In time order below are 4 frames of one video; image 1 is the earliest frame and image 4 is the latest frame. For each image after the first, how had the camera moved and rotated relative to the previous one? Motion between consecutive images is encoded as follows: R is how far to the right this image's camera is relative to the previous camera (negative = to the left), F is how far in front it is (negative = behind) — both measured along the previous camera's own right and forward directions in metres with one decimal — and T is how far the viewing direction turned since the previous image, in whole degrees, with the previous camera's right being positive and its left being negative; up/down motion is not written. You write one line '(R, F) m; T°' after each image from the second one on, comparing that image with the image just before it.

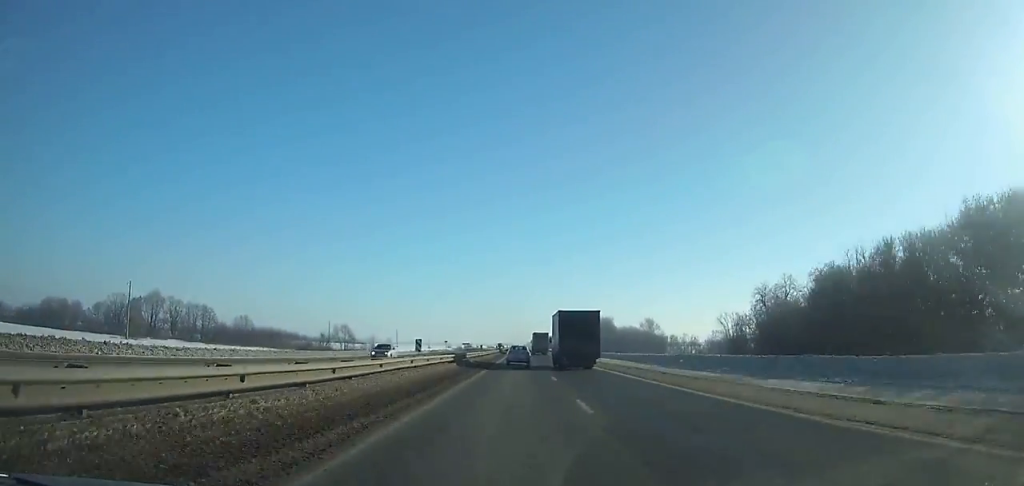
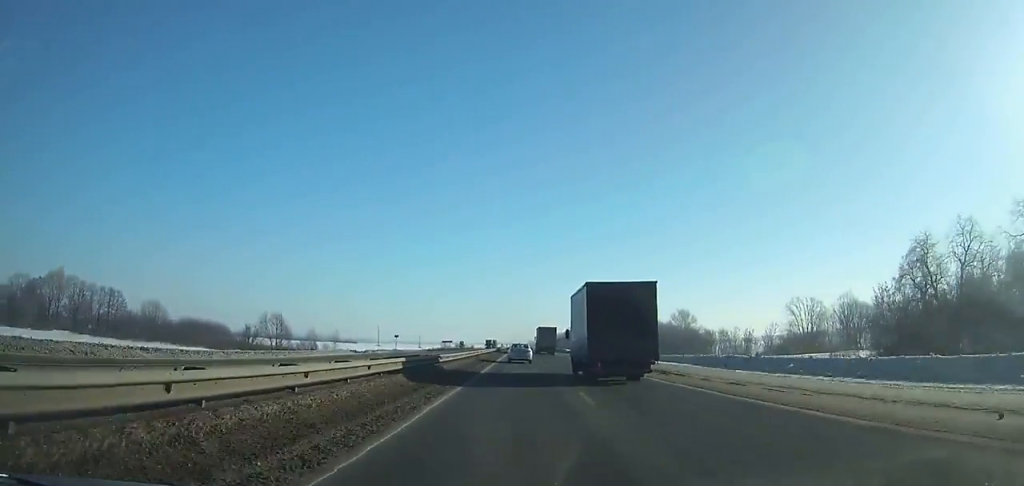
(-0.1, +57.5) m; 0°
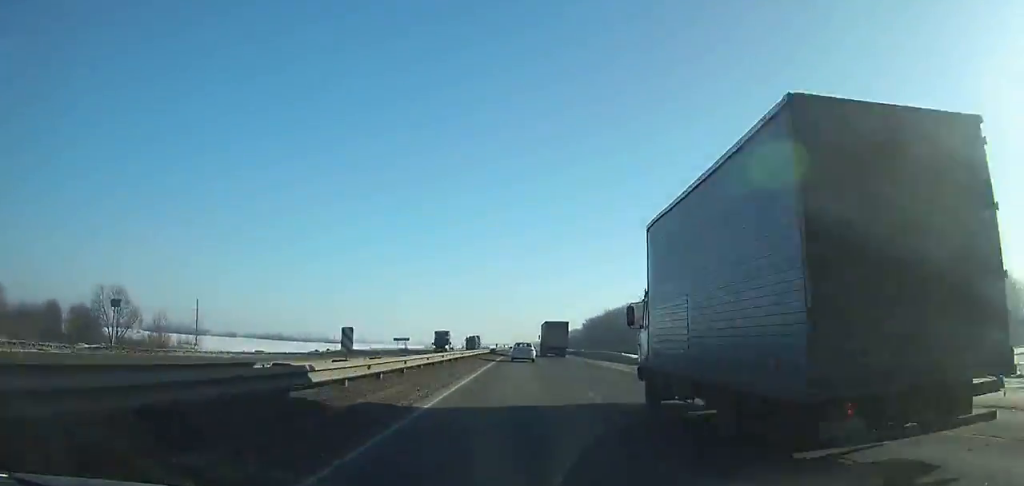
(+0.1, +59.9) m; 0°
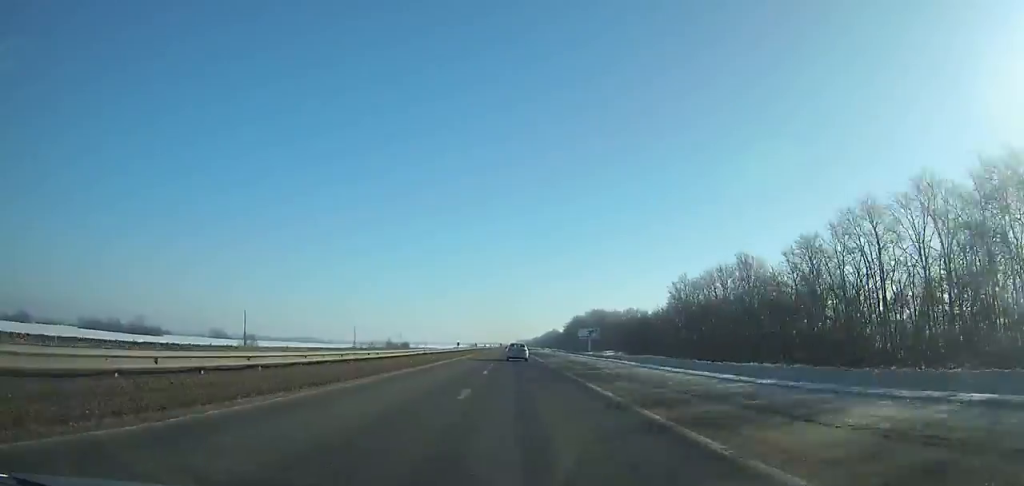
(+3.1, +406.0) m; 0°
